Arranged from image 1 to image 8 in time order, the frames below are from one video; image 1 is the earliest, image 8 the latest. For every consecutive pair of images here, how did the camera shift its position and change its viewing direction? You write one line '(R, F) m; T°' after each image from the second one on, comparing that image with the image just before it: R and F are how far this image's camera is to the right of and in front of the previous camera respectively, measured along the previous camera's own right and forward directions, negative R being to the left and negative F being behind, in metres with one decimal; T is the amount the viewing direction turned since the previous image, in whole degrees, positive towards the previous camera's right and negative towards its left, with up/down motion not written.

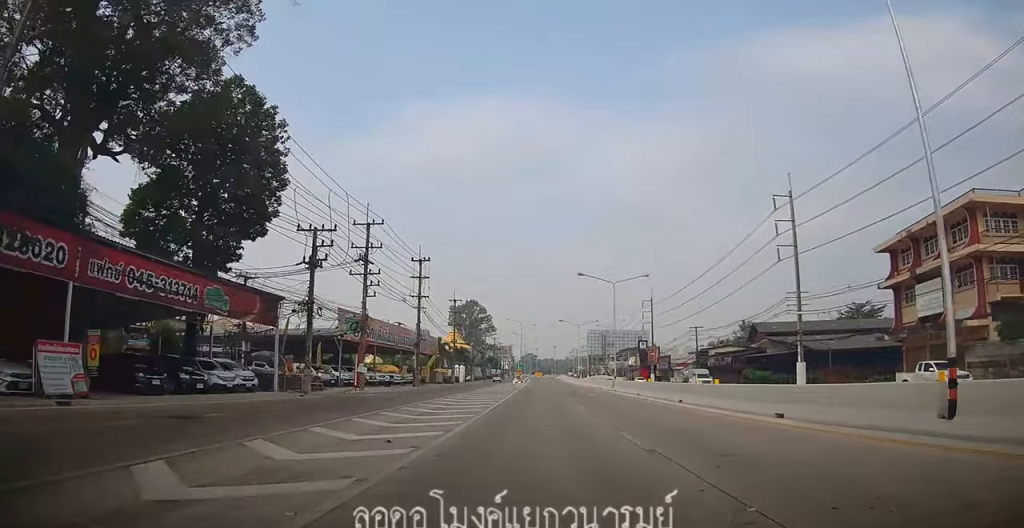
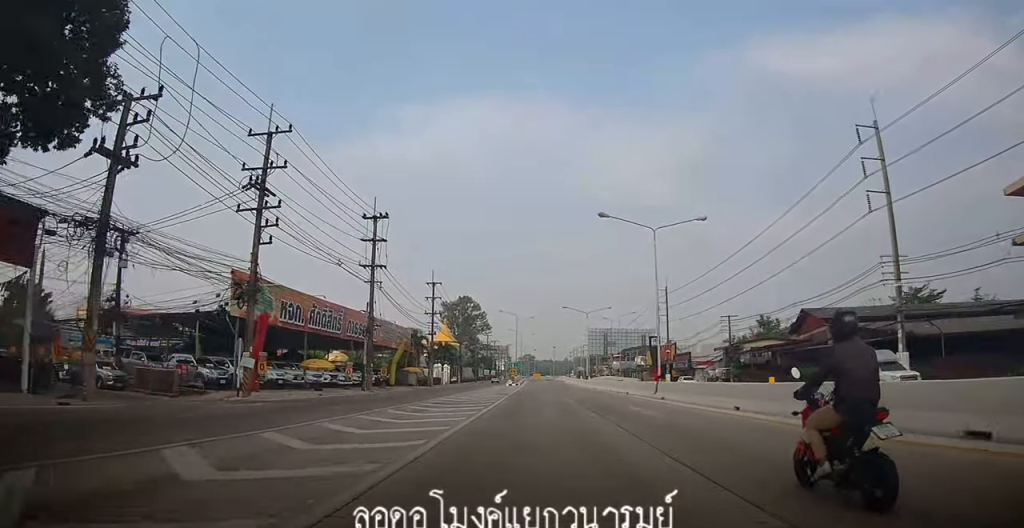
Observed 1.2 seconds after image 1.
(+0.8, +17.6) m; +1°
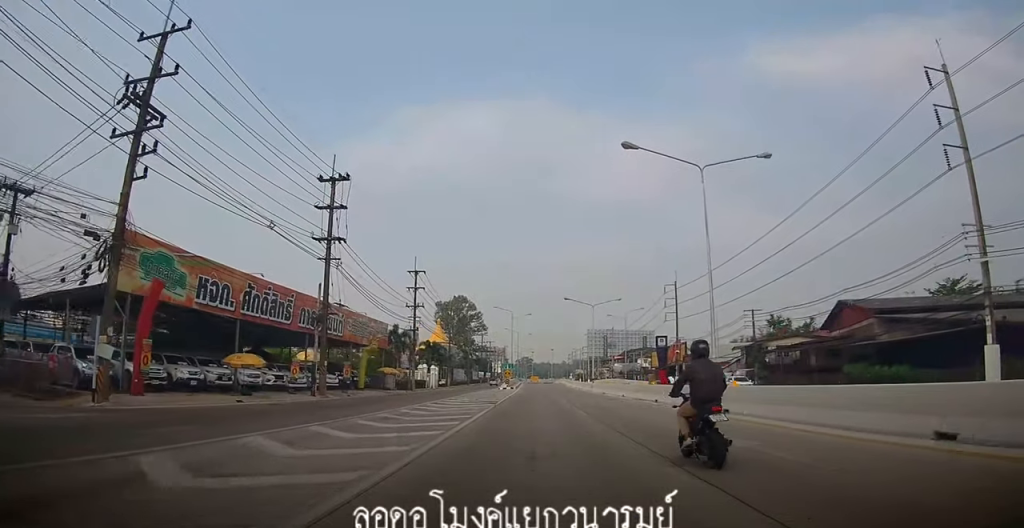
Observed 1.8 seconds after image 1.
(-0.4, +9.8) m; -1°
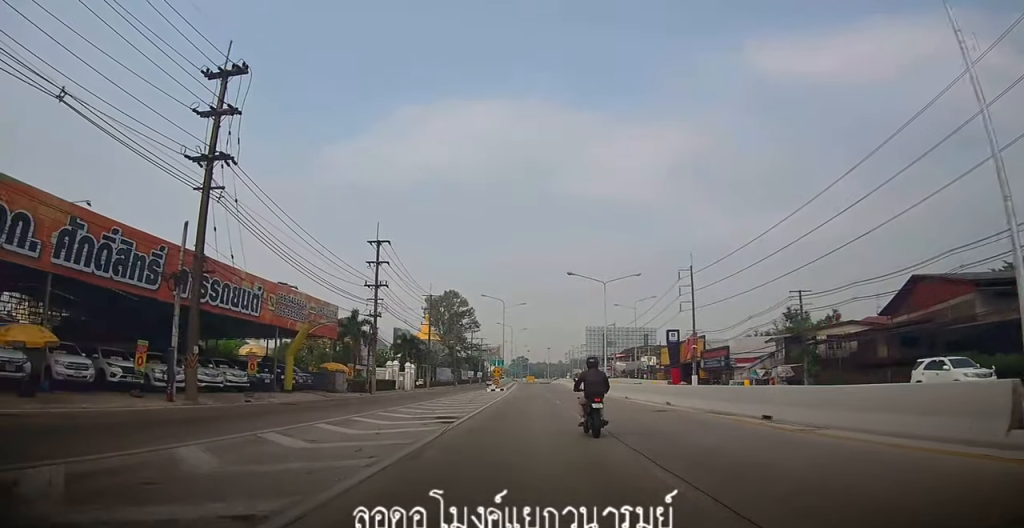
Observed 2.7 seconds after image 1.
(0.0, +14.1) m; 0°
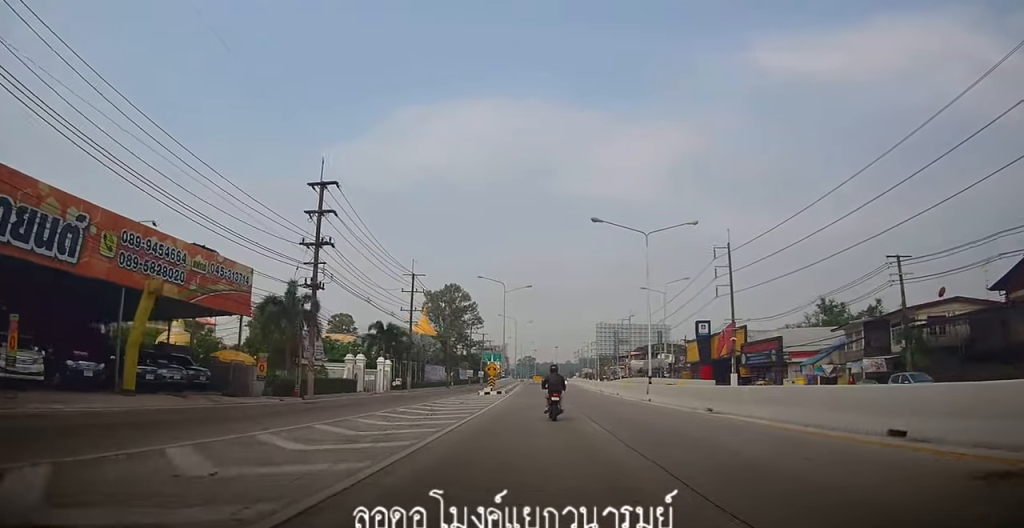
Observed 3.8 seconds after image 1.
(+0.1, +15.7) m; +1°
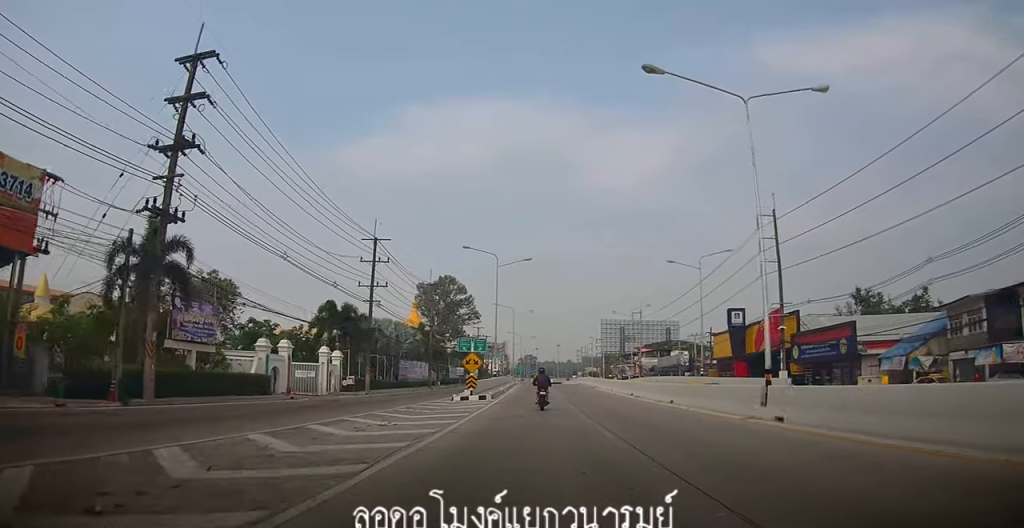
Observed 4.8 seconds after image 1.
(+0.1, +15.6) m; -1°
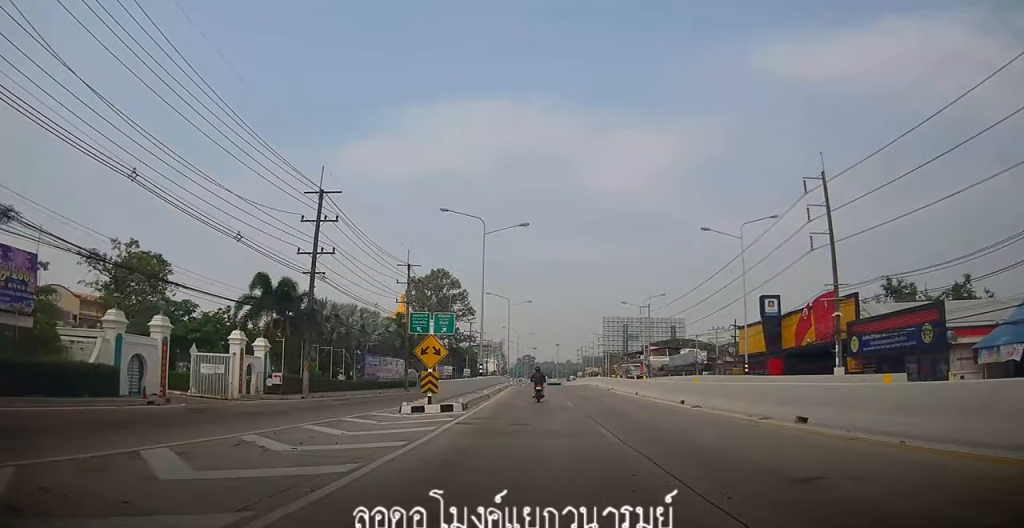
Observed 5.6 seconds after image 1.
(-0.2, +12.3) m; 0°
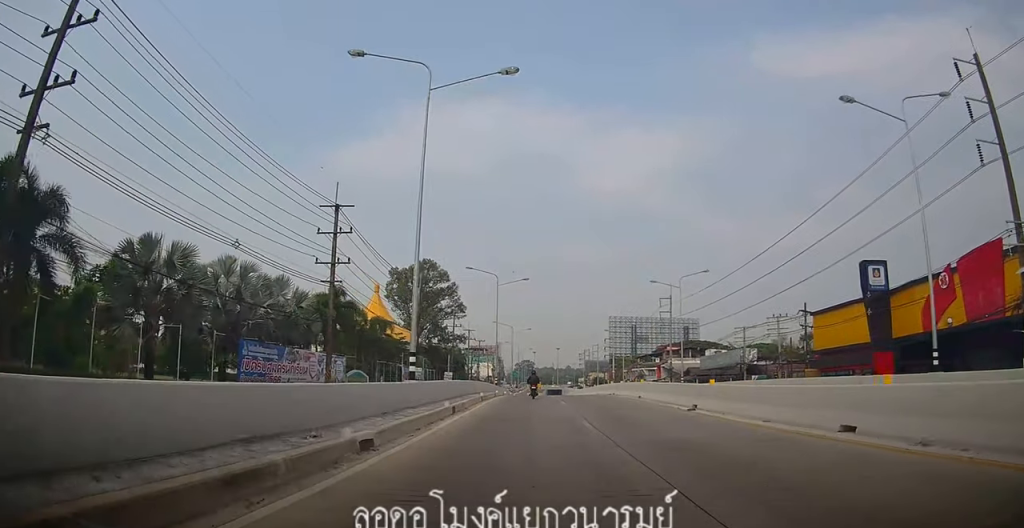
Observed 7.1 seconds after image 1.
(+0.1, +22.5) m; 0°
